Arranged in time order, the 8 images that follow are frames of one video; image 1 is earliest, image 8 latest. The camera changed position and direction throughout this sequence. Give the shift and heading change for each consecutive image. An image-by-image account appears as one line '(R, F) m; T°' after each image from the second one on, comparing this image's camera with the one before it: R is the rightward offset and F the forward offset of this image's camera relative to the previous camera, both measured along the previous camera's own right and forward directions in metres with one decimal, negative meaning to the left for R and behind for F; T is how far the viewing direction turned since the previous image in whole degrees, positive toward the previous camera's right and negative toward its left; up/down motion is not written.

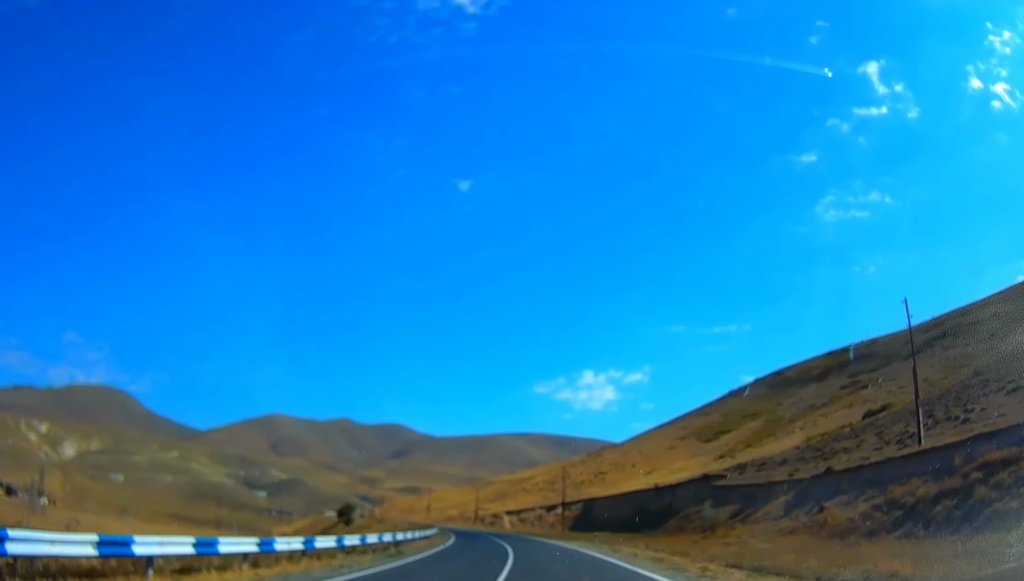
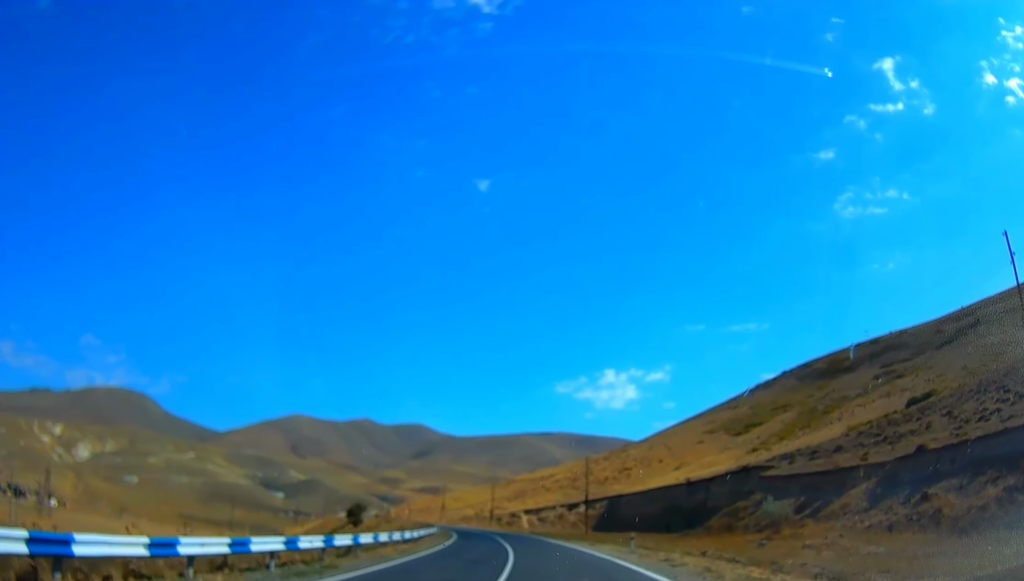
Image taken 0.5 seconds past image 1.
(+0.1, +11.1) m; -2°
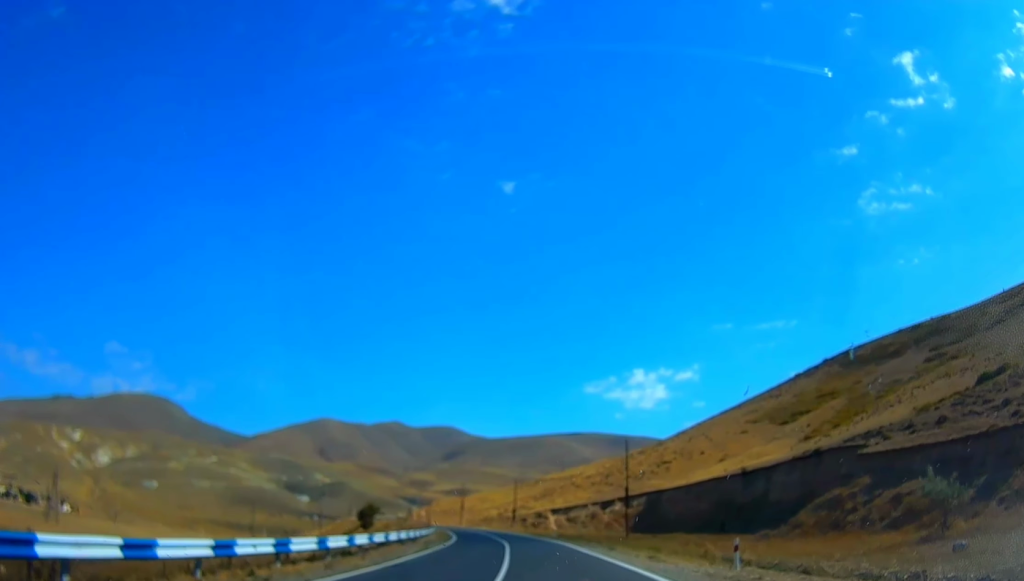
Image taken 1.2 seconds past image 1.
(-0.7, +16.2) m; -4°
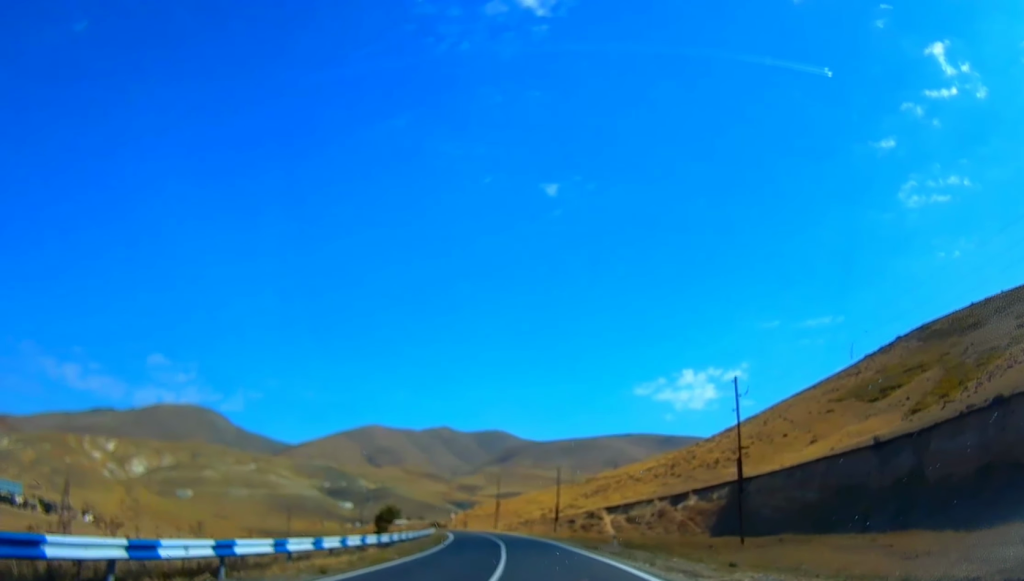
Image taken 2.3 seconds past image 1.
(-1.5, +26.7) m; -5°
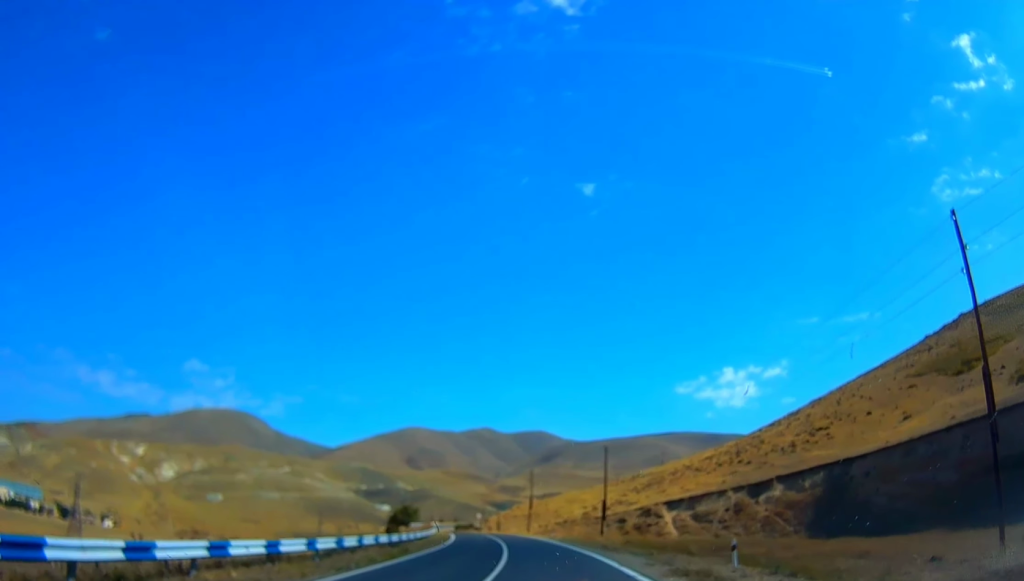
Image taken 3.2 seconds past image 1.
(-0.3, +21.5) m; -2°
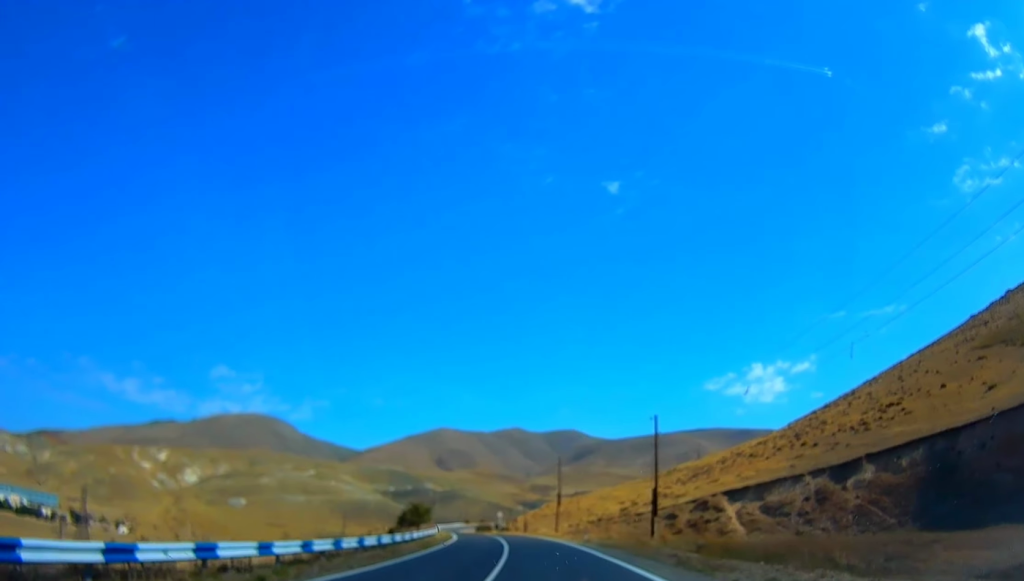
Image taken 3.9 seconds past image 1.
(-0.2, +15.3) m; -2°
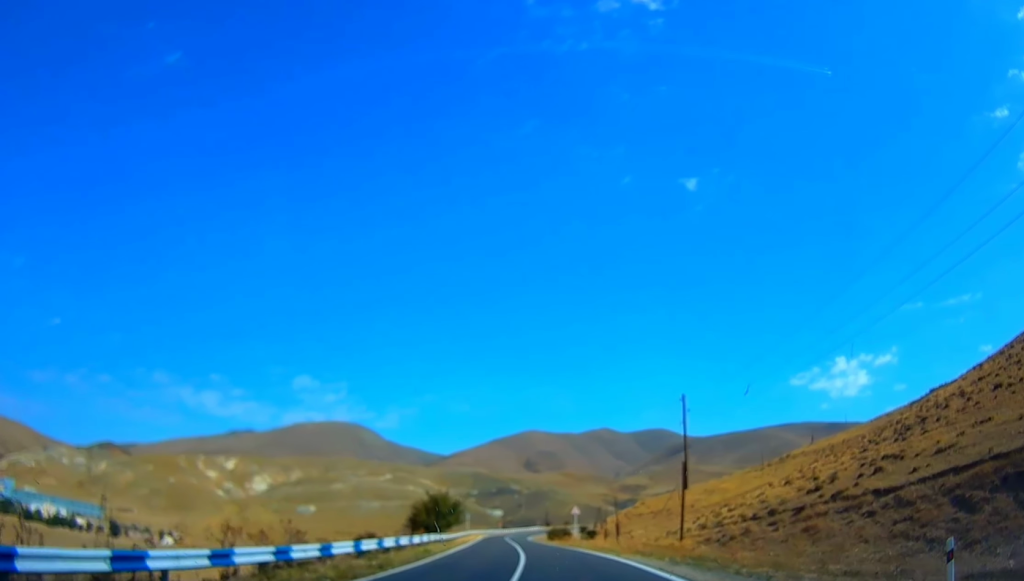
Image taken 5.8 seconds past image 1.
(-3.9, +43.8) m; -9°
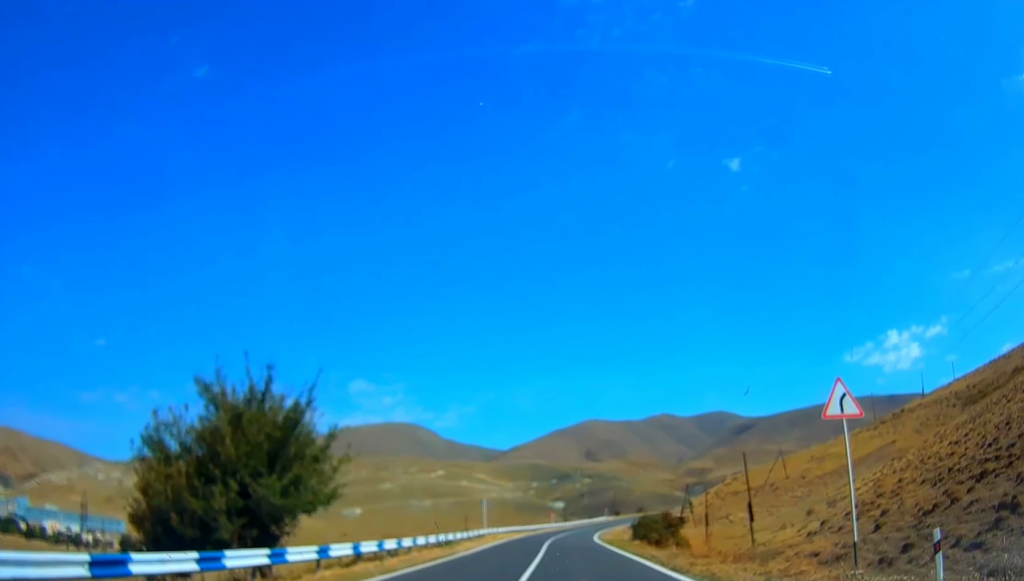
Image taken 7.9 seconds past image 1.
(-2.9, +49.3) m; -6°
